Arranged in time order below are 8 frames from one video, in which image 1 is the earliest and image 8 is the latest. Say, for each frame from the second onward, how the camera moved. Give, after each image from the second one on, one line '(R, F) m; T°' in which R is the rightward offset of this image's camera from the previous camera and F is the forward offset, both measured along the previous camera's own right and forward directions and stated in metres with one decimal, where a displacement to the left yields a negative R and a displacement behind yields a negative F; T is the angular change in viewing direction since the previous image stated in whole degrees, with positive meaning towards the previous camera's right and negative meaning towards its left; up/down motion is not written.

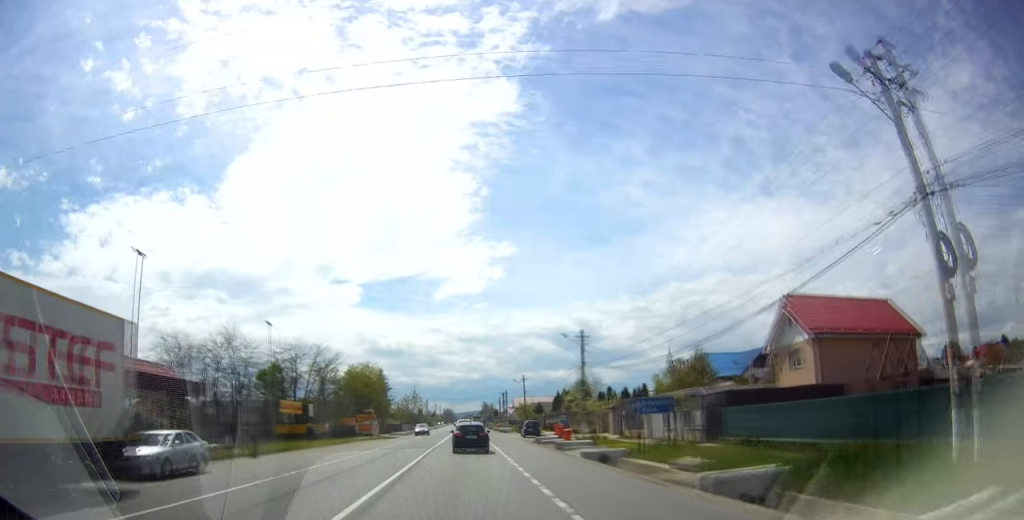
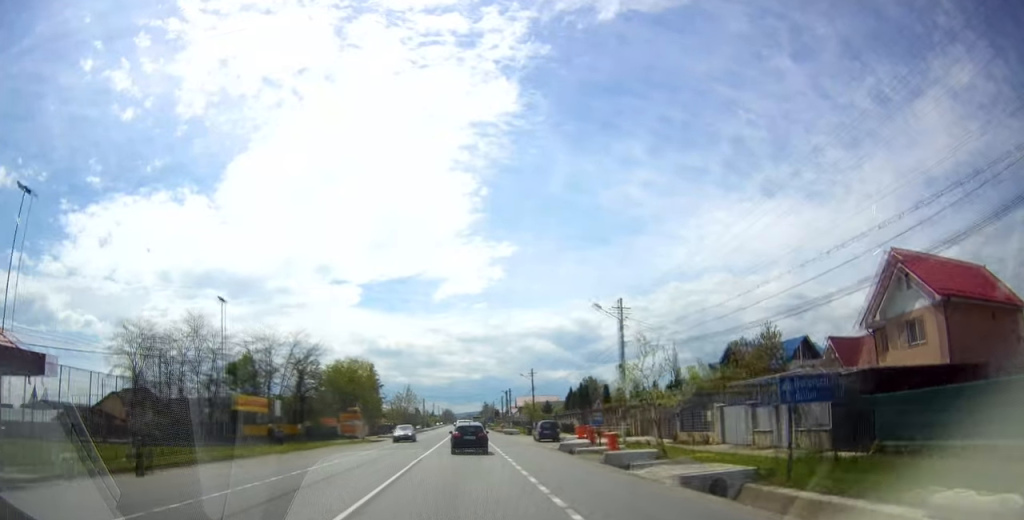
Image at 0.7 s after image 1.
(-0.1, +11.2) m; -1°
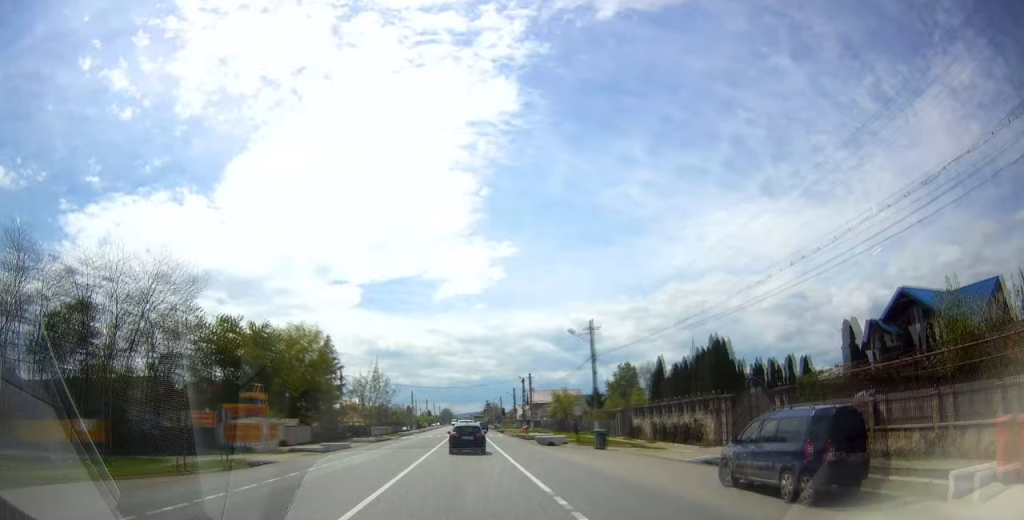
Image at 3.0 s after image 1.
(+0.2, +36.0) m; +1°
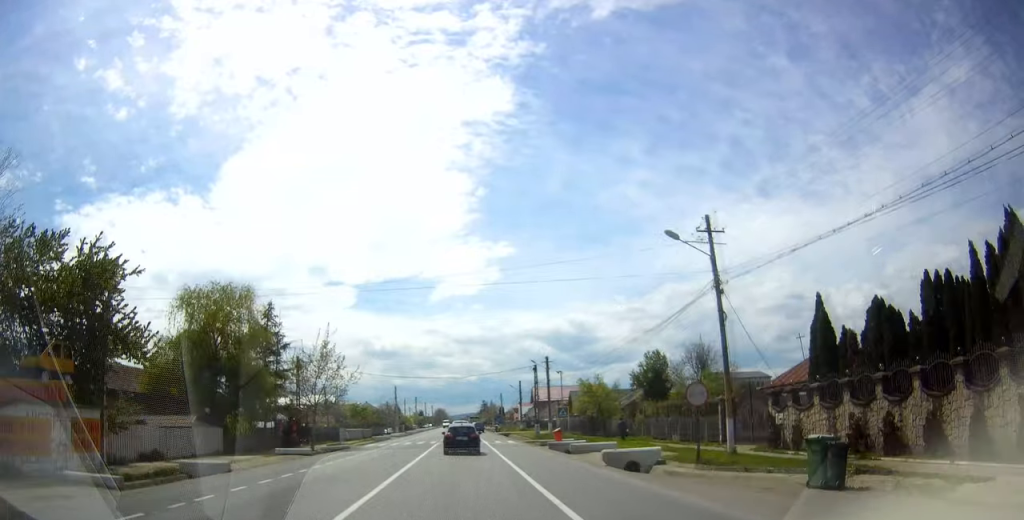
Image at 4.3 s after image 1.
(-0.1, +21.0) m; -1°
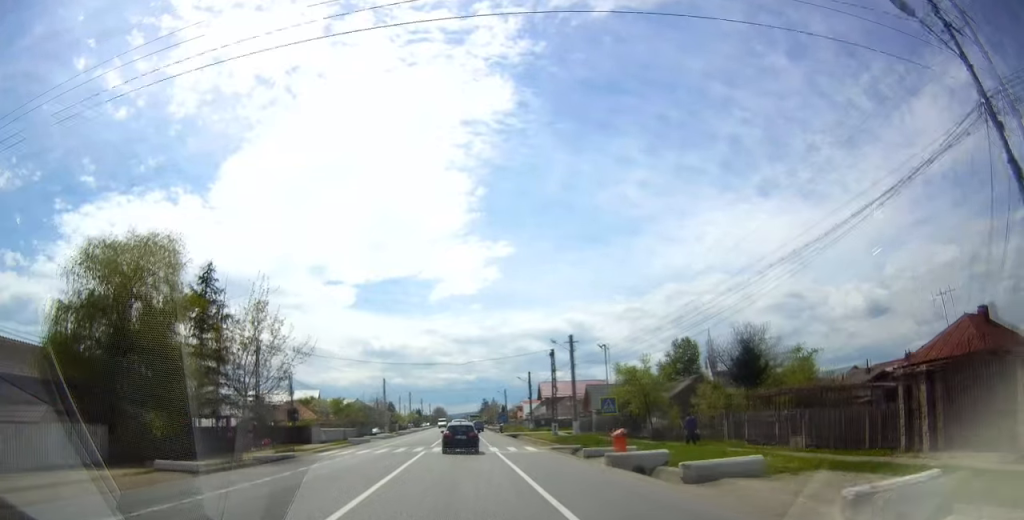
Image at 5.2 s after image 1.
(0.0, +13.6) m; 0°
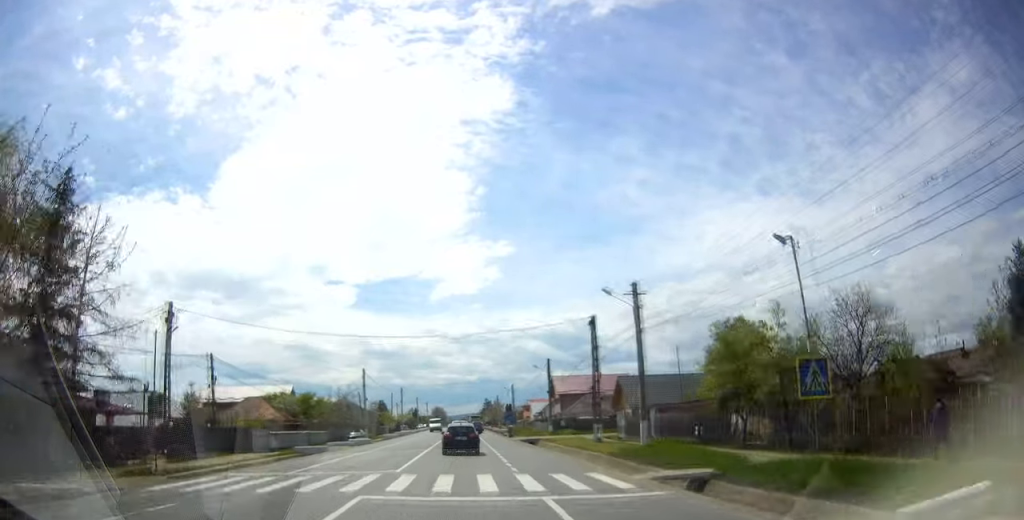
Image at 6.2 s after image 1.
(-0.1, +17.7) m; 0°
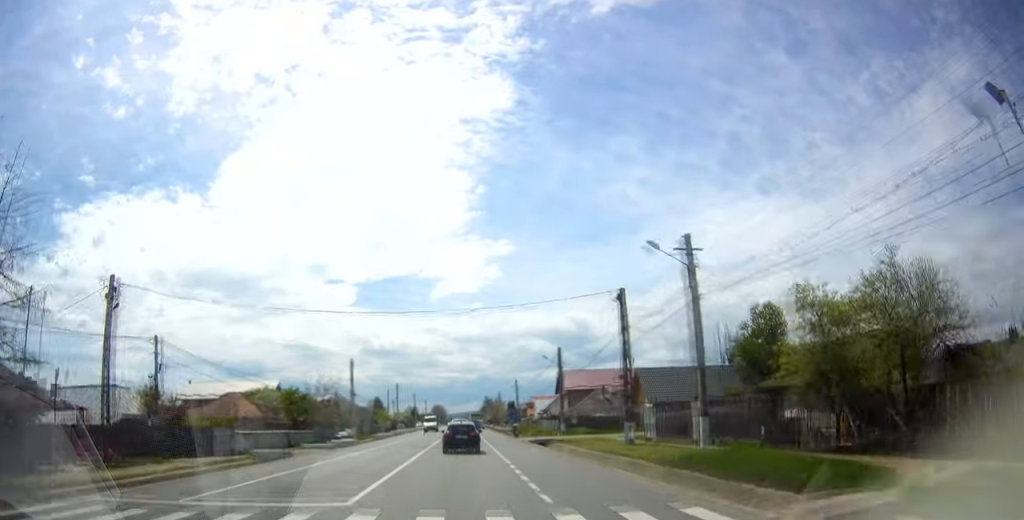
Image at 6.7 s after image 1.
(0.0, +7.3) m; 0°
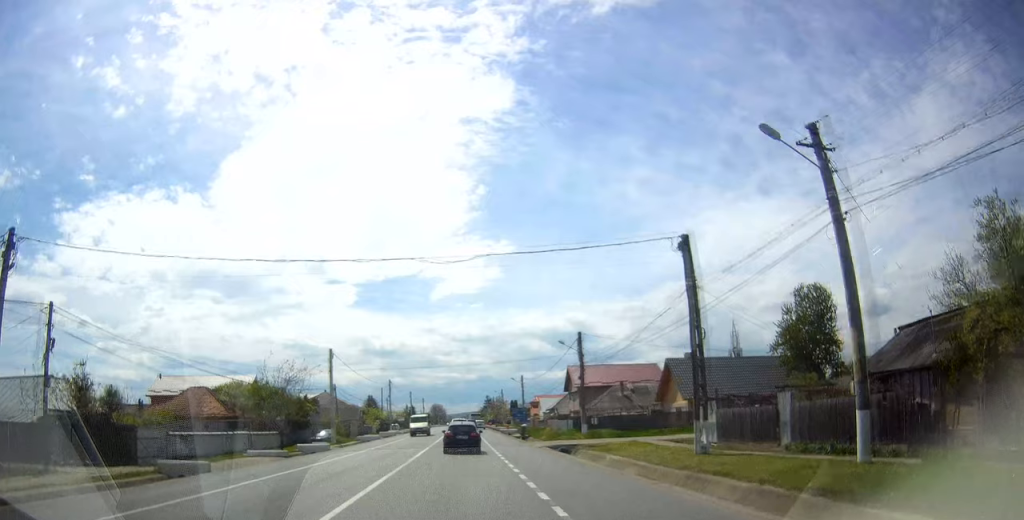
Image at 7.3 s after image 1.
(0.0, +9.9) m; 0°
